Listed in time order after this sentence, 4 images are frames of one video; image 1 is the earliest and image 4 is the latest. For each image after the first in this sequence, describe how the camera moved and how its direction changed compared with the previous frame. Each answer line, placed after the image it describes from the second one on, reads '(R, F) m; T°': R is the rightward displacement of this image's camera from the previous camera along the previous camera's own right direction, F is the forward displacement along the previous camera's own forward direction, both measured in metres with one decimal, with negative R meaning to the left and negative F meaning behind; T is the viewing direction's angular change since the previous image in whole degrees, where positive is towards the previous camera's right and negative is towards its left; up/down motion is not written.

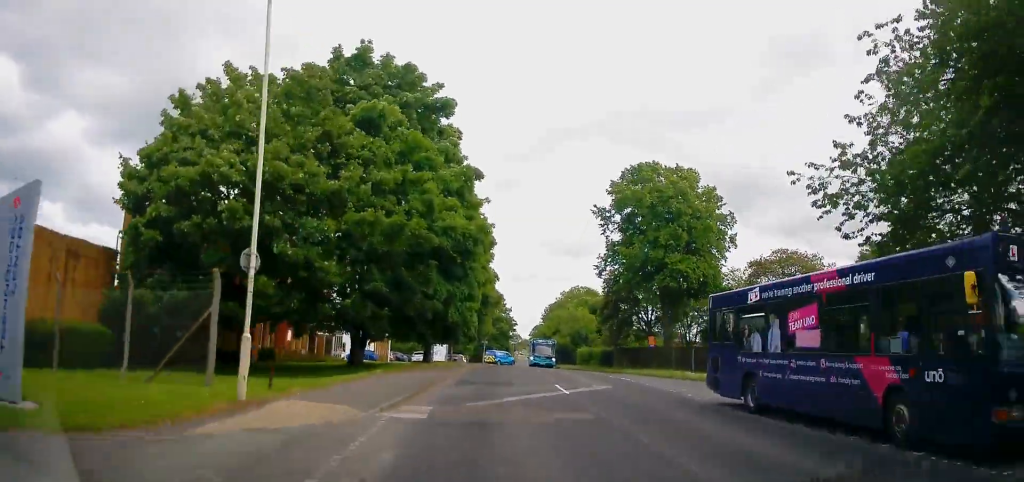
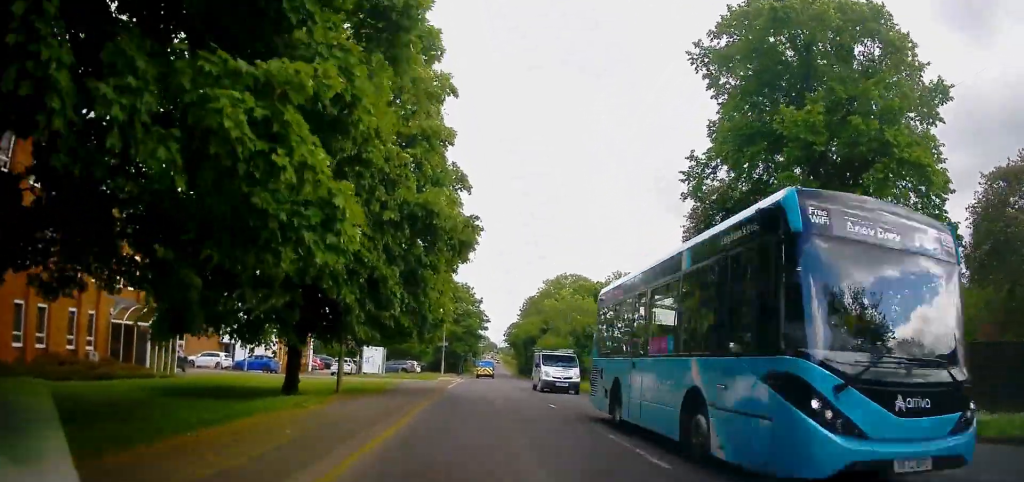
(+0.3, +27.6) m; +1°
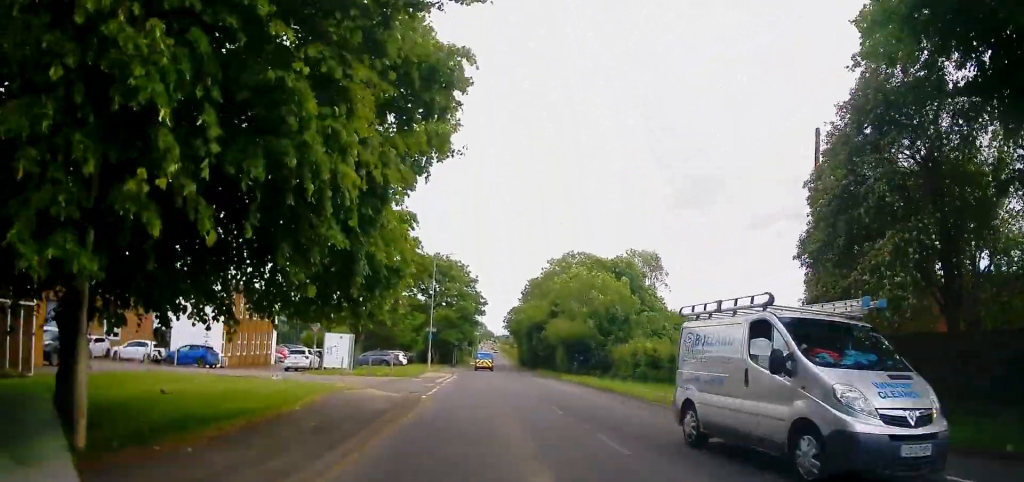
(0.0, +11.3) m; 0°
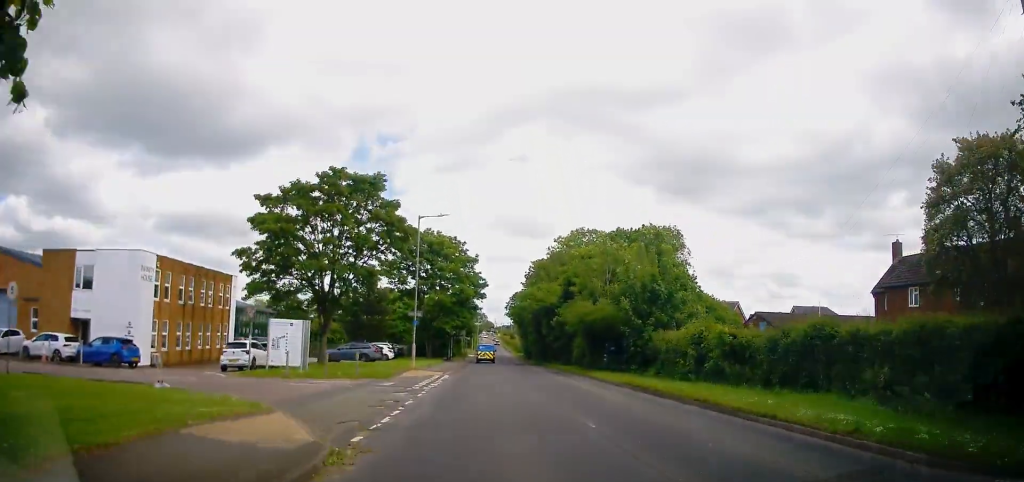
(0.0, +9.6) m; +1°
